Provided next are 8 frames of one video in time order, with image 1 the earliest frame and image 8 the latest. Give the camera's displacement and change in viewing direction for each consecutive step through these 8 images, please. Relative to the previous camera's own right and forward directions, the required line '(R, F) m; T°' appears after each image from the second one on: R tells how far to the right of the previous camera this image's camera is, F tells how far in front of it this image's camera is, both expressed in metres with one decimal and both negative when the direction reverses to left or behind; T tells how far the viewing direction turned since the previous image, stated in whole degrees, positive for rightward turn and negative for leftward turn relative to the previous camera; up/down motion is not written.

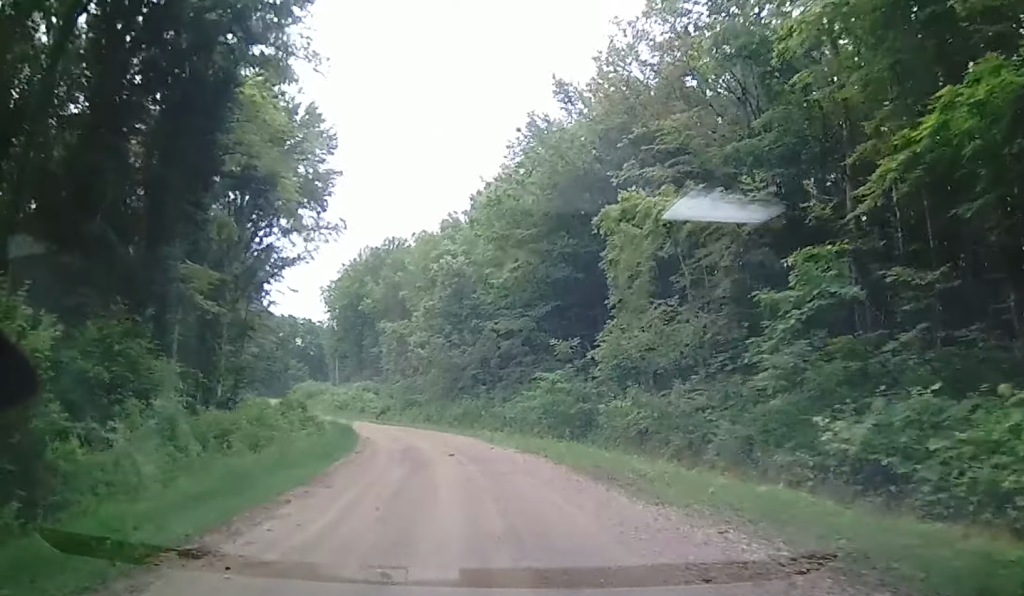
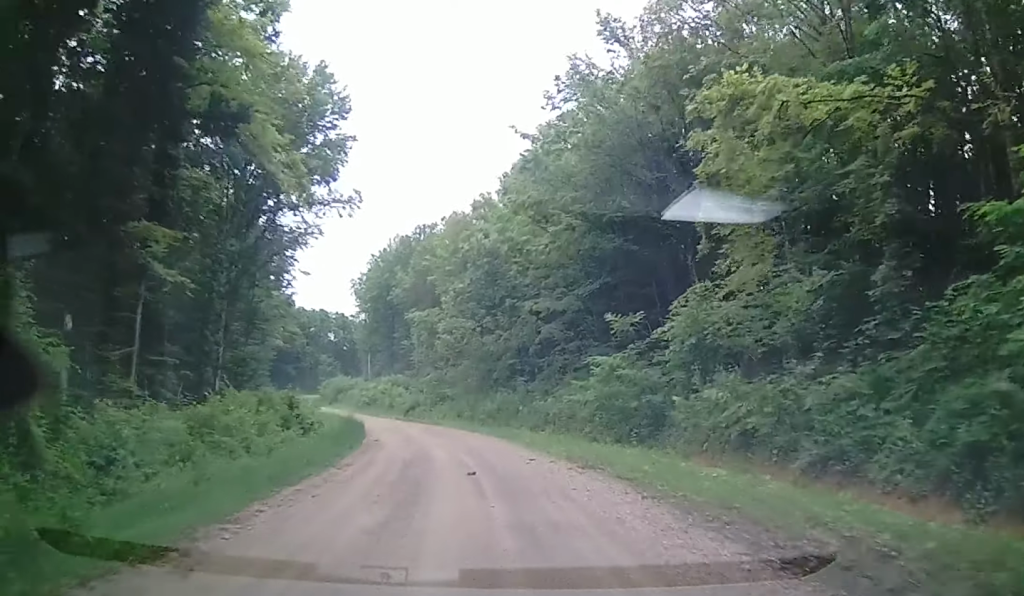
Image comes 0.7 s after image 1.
(-0.2, +5.2) m; -4°
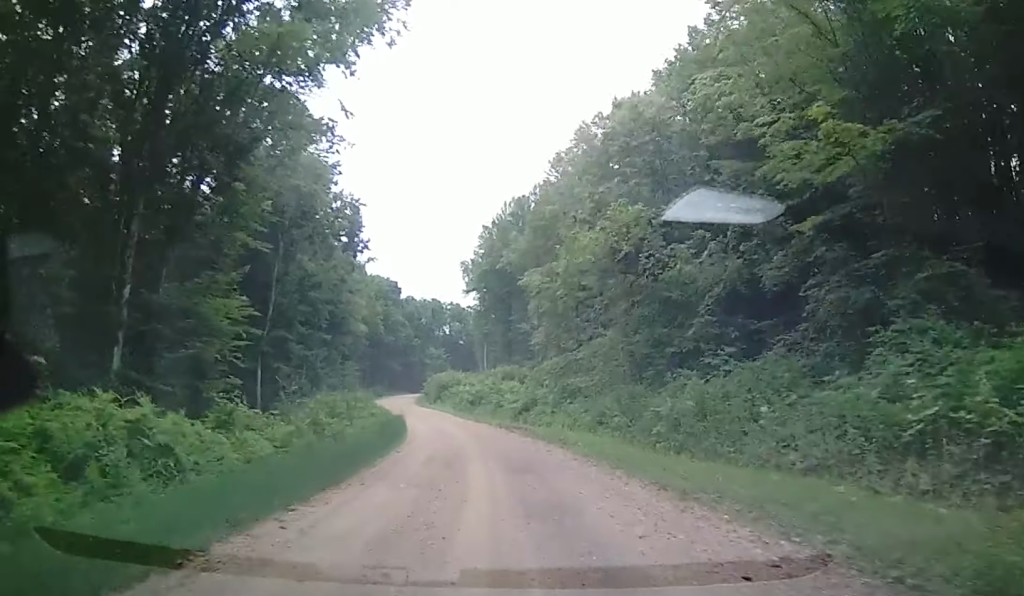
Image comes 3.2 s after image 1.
(-3.4, +16.6) m; -22°
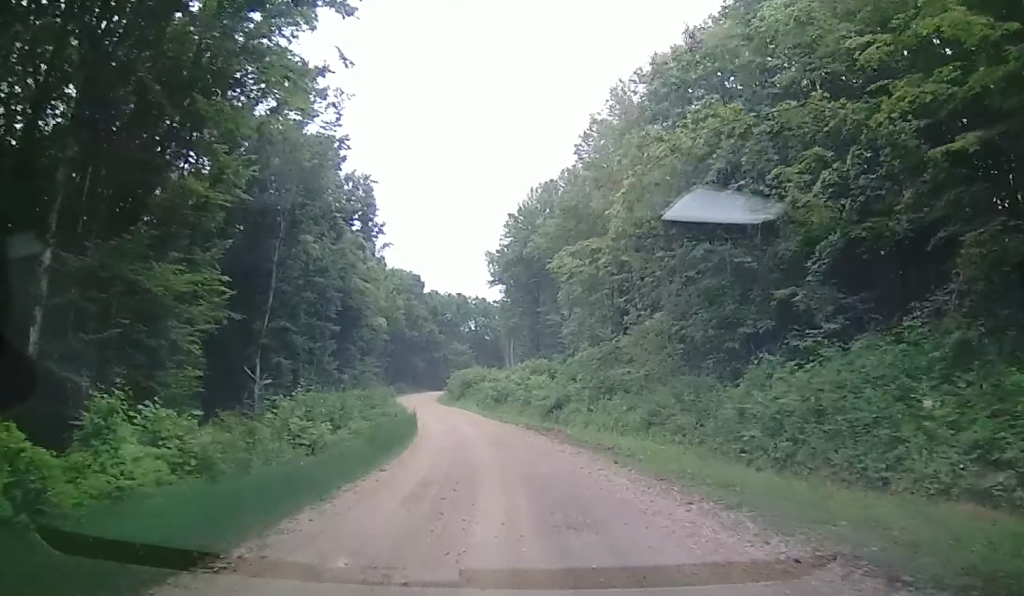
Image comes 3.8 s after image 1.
(0.0, +4.7) m; +1°
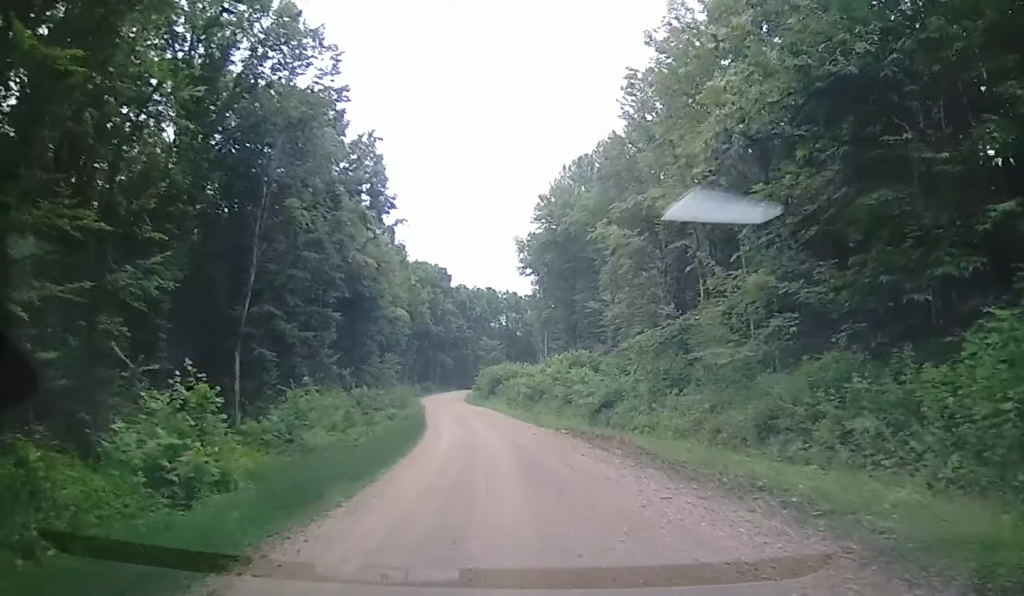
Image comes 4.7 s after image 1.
(+0.3, +8.0) m; +3°
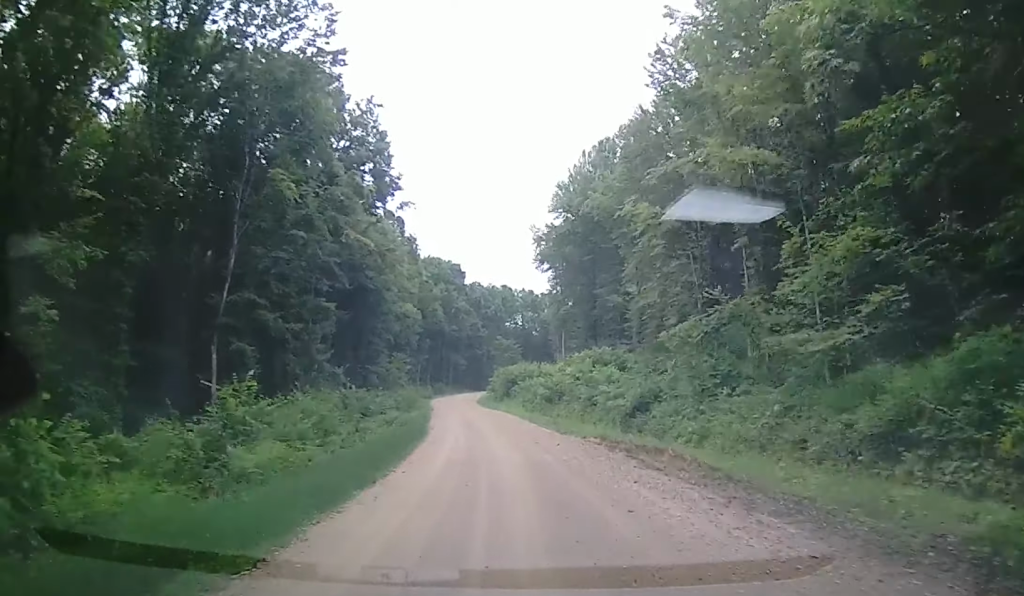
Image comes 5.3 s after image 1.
(+0.3, +5.0) m; 0°
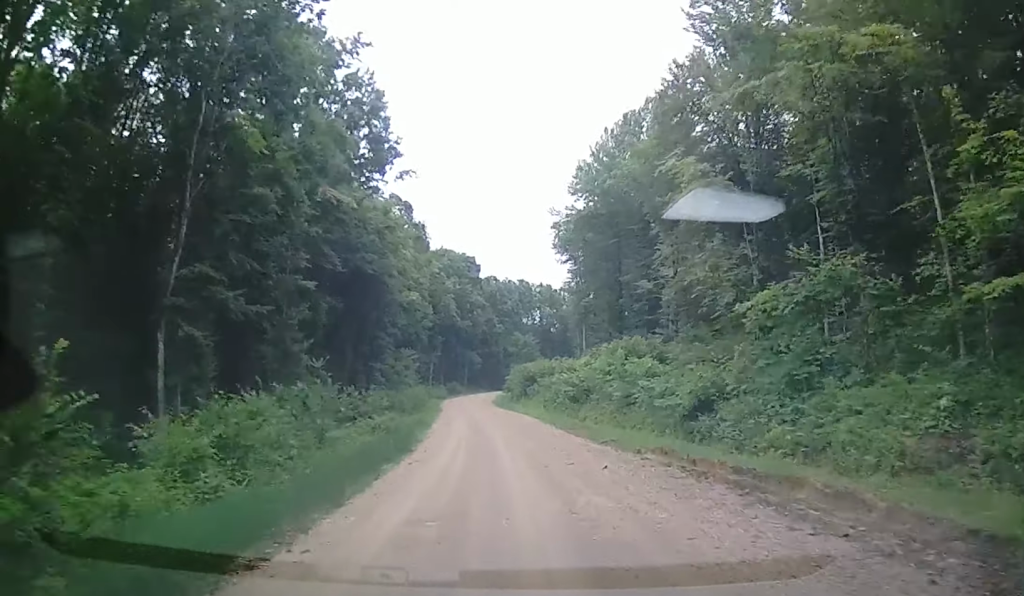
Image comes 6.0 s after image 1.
(-0.2, +7.3) m; -2°
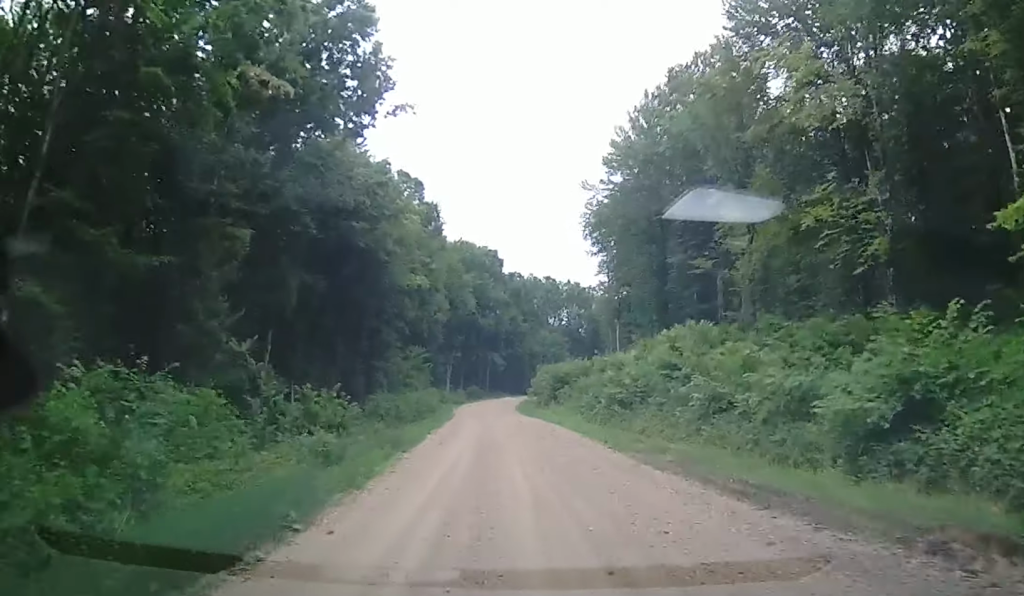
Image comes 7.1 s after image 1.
(-0.2, +11.6) m; -1°
